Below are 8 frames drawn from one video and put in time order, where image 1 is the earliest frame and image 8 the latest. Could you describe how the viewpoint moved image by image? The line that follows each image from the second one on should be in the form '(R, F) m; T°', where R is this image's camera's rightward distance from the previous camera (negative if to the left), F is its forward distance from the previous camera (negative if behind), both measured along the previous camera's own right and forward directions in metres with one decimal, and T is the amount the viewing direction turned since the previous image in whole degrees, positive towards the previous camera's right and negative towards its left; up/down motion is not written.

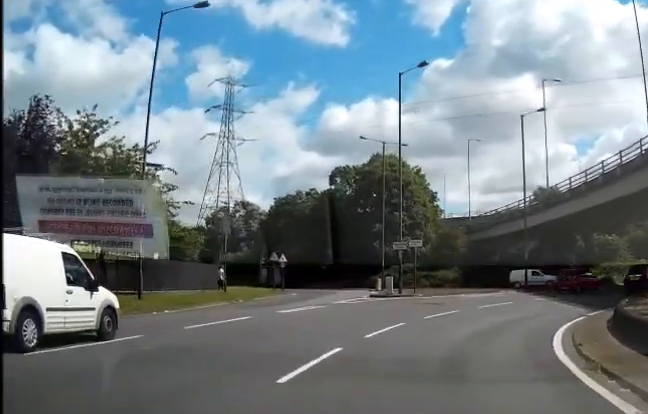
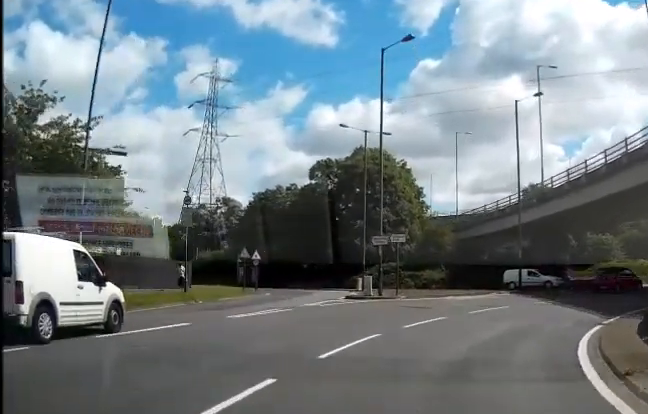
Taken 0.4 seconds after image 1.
(+0.1, +3.6) m; +1°
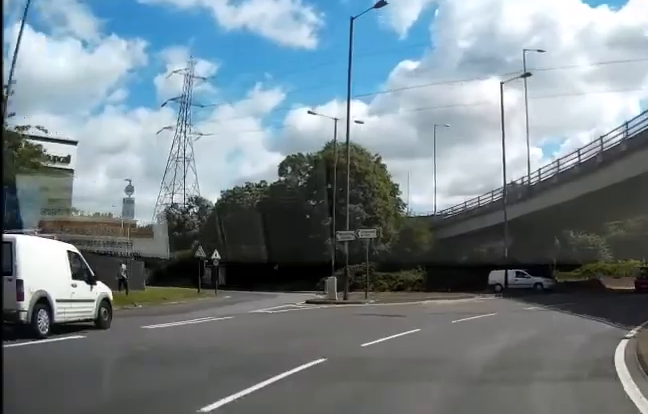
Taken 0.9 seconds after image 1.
(0.0, +3.9) m; +1°
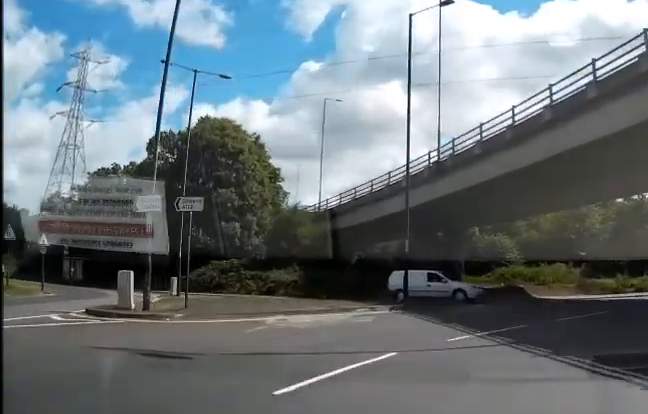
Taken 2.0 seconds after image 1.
(+0.4, +9.8) m; +8°
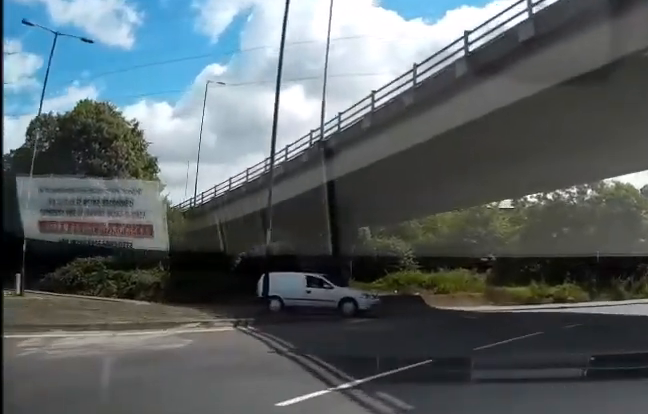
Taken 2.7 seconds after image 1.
(+0.4, +6.1) m; +8°
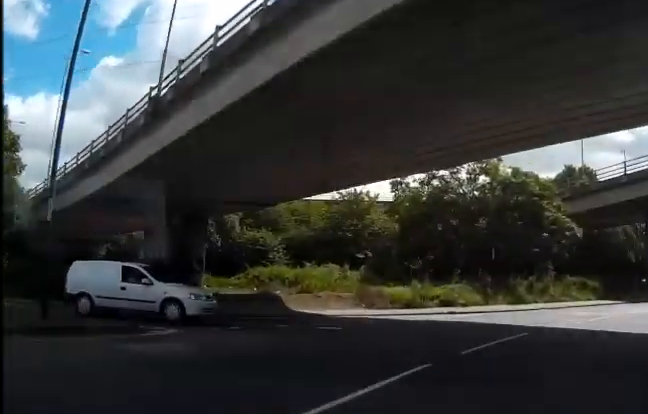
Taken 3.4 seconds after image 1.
(+0.6, +6.1) m; +10°
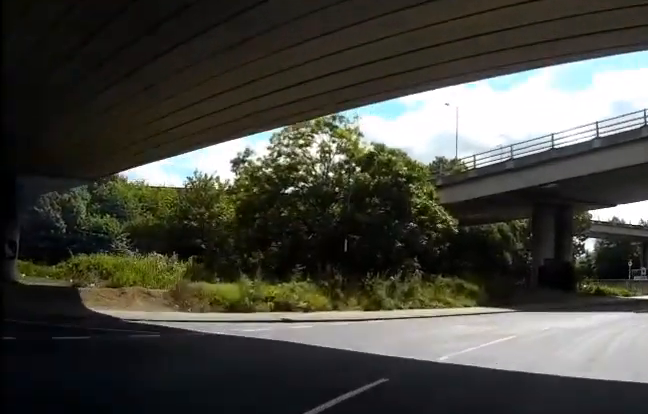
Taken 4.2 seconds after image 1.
(+0.7, +6.8) m; +11°
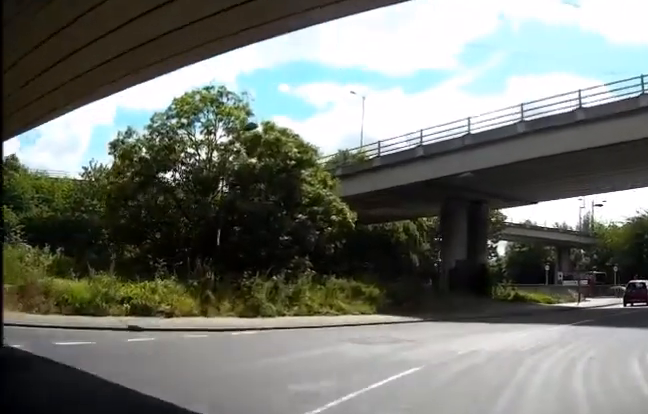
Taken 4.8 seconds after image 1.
(+0.5, +4.5) m; +5°
